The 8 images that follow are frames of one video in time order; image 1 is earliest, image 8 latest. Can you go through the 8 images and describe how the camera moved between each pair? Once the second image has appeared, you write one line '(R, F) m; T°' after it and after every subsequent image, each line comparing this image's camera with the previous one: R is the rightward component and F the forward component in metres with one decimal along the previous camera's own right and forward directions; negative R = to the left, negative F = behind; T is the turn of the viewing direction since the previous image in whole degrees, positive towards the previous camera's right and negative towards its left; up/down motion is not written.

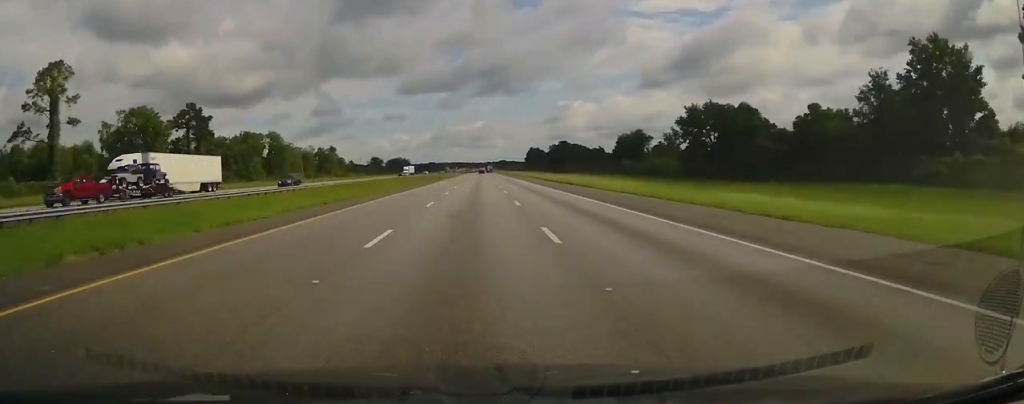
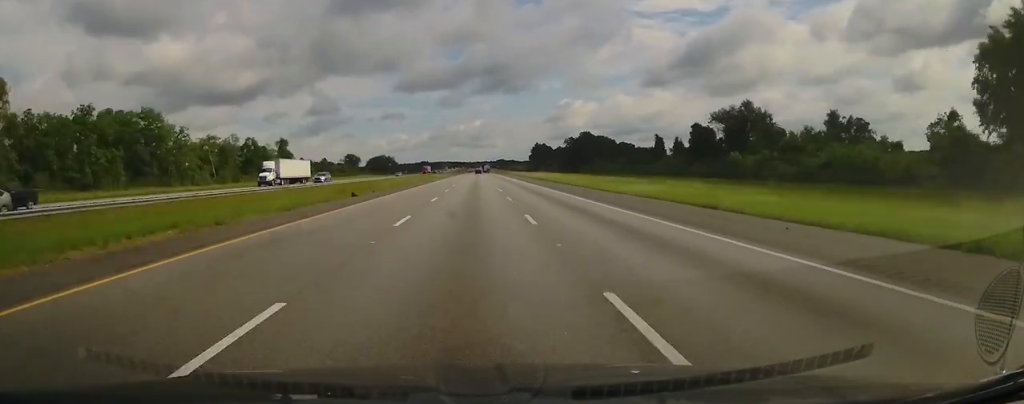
(+0.2, +81.0) m; 0°
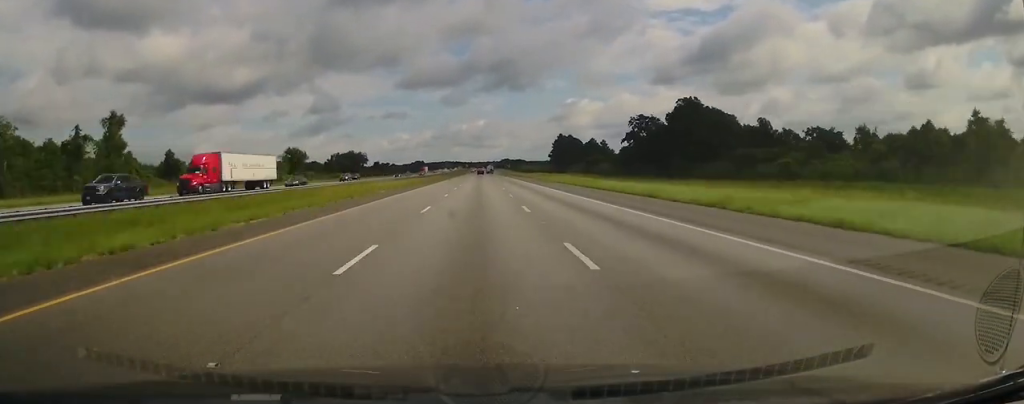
(0.0, +129.4) m; 0°
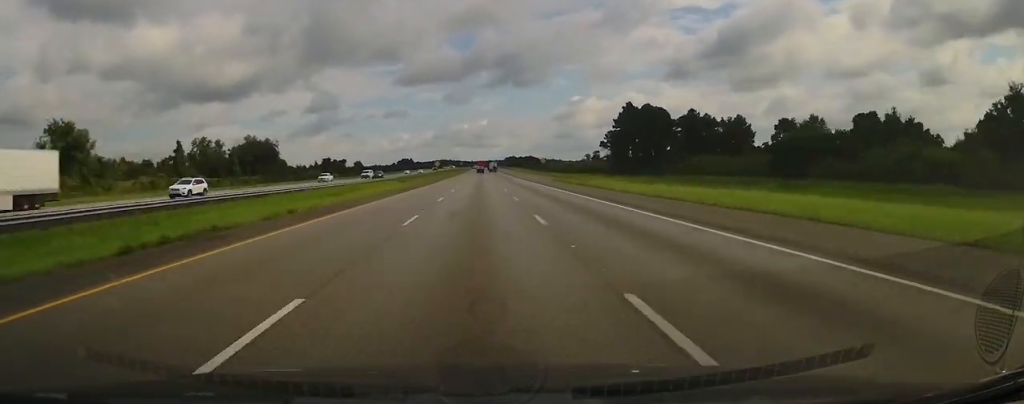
(+0.7, +163.6) m; 0°
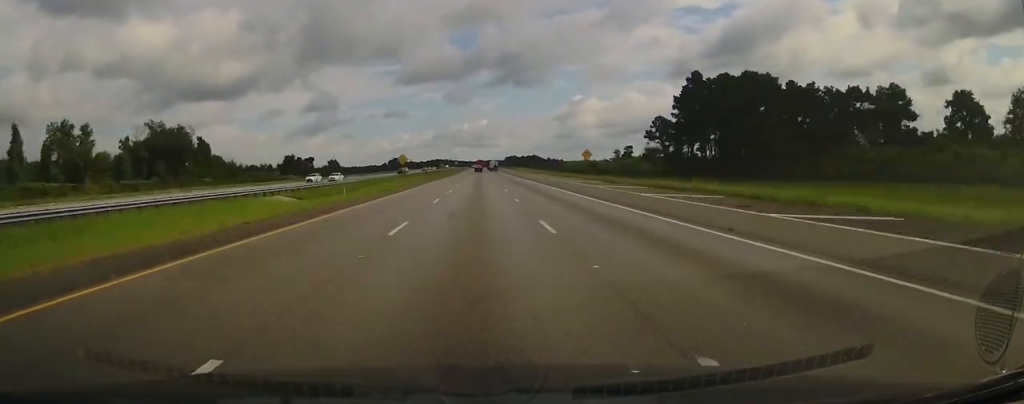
(+0.1, +63.0) m; 0°
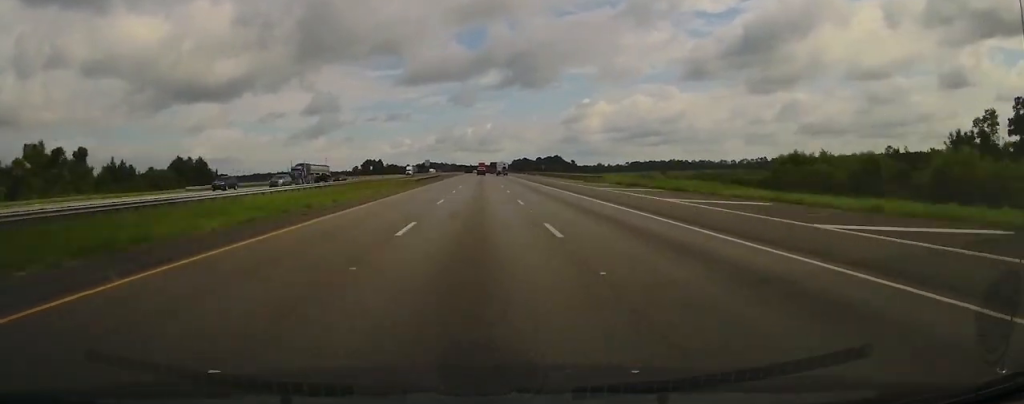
(-0.8, +170.2) m; 0°
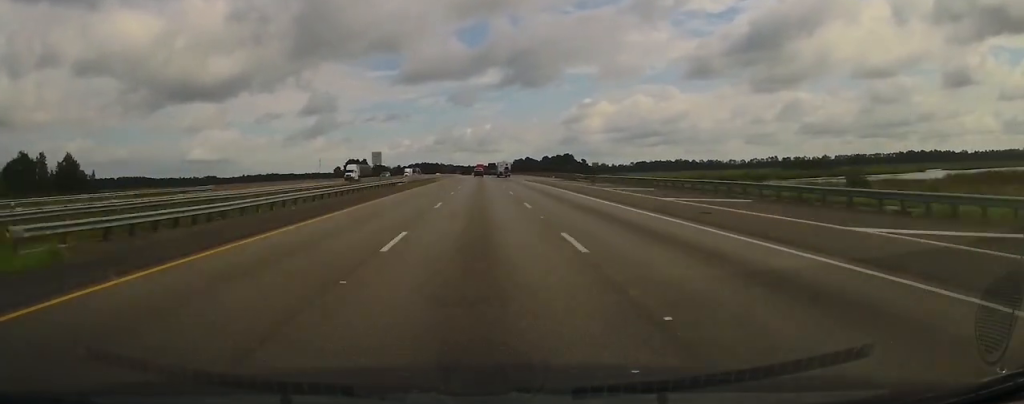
(0.0, +62.5) m; 0°
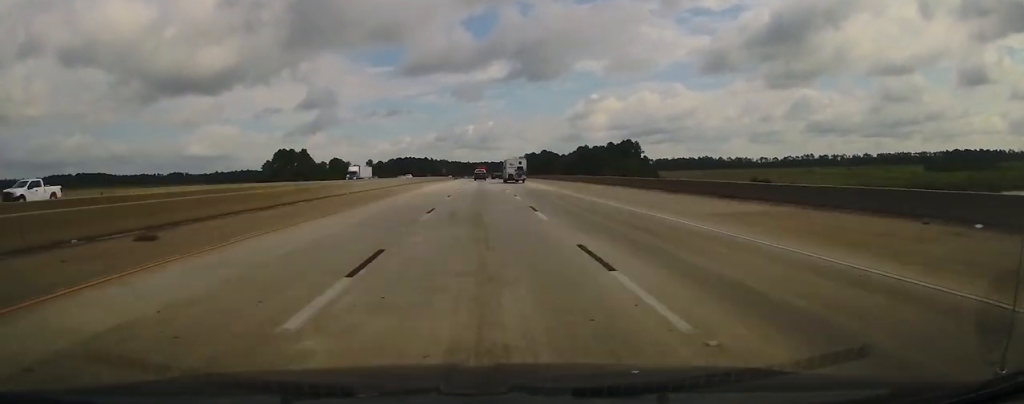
(-0.2, +159.4) m; 0°
